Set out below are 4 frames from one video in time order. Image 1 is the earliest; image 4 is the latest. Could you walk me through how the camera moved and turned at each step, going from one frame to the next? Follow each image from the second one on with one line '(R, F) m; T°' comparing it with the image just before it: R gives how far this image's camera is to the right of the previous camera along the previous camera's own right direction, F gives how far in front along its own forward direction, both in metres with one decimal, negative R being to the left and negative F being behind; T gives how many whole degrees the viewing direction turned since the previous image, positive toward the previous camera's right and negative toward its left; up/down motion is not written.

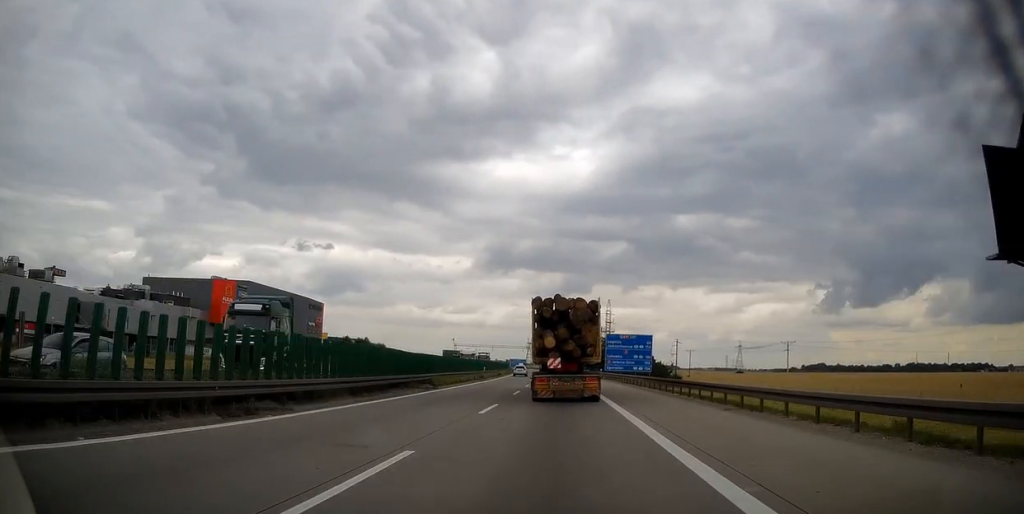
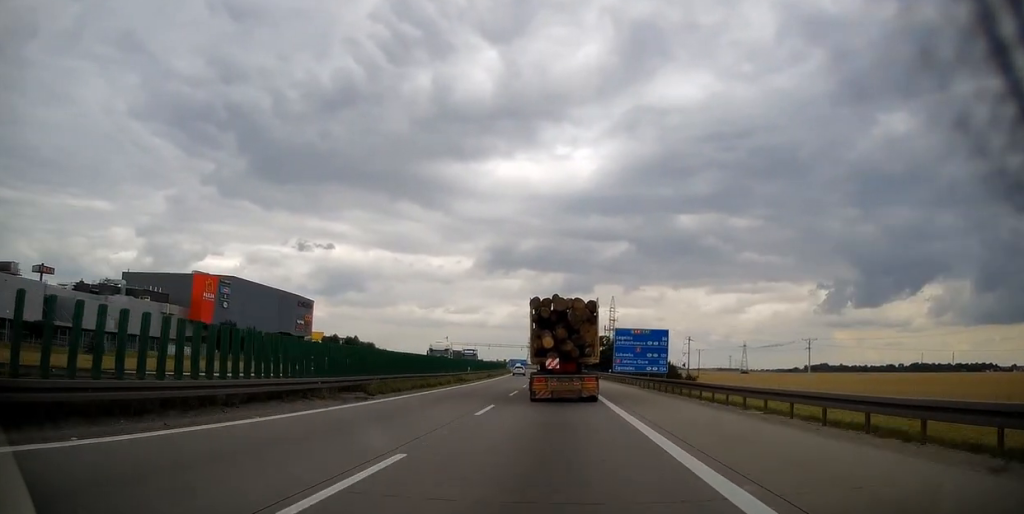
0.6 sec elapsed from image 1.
(+0.1, +12.5) m; -1°
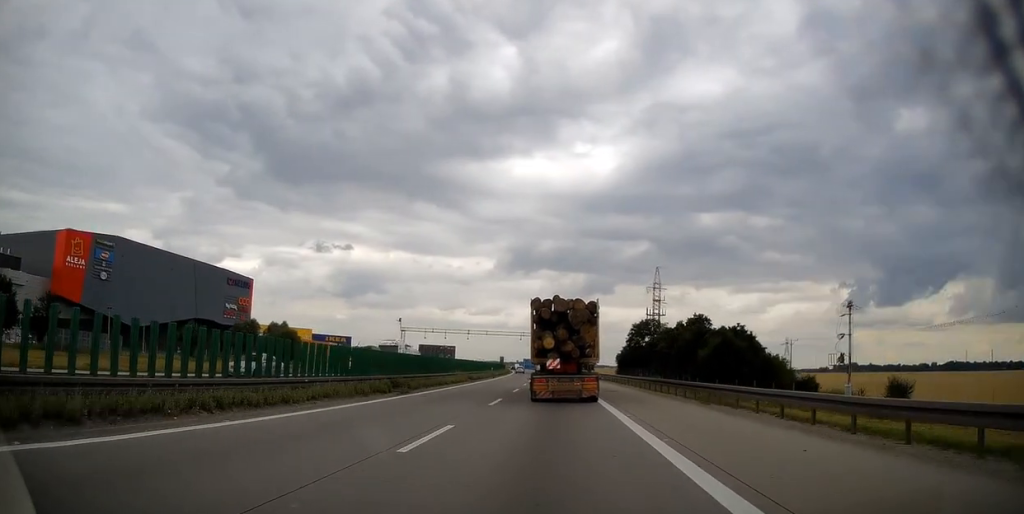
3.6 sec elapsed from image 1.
(-1.6, +68.0) m; -3°
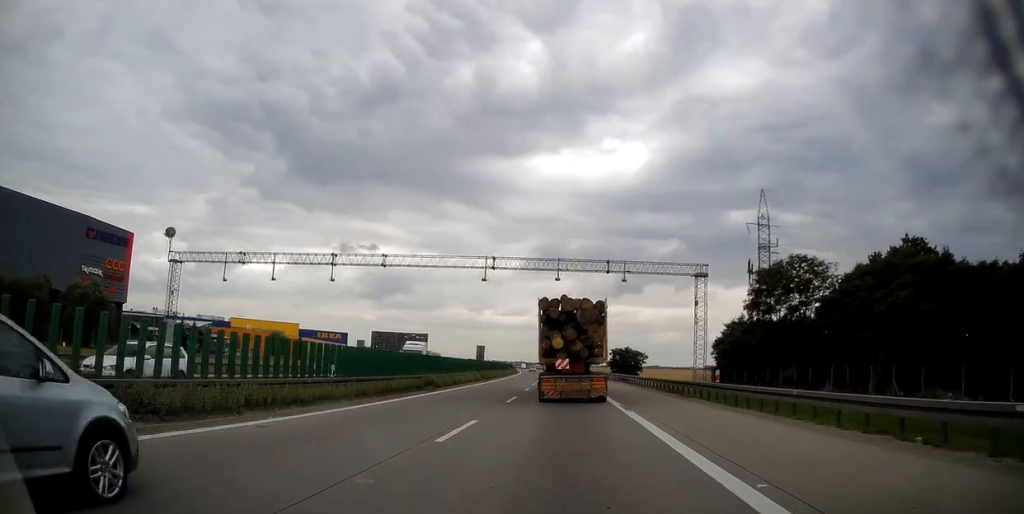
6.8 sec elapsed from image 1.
(-1.2, +71.3) m; -1°
